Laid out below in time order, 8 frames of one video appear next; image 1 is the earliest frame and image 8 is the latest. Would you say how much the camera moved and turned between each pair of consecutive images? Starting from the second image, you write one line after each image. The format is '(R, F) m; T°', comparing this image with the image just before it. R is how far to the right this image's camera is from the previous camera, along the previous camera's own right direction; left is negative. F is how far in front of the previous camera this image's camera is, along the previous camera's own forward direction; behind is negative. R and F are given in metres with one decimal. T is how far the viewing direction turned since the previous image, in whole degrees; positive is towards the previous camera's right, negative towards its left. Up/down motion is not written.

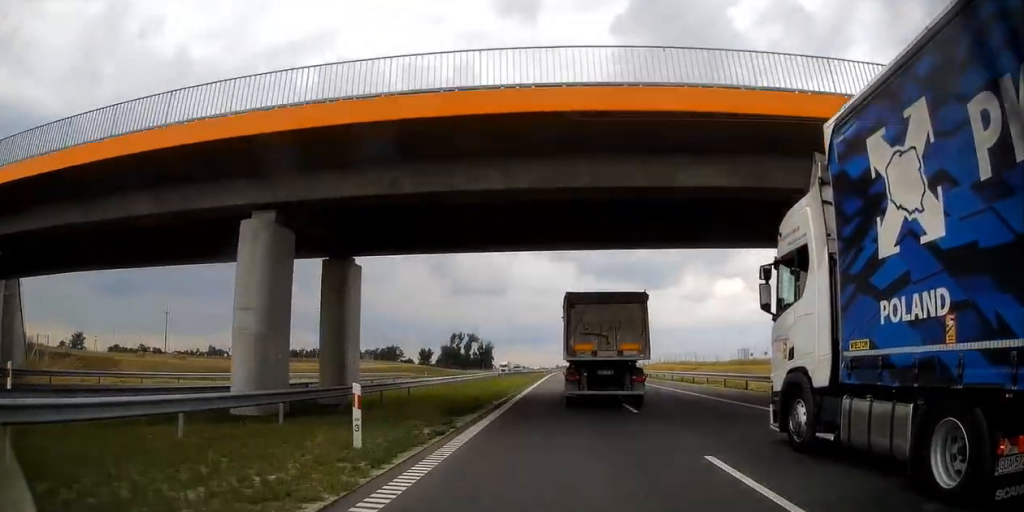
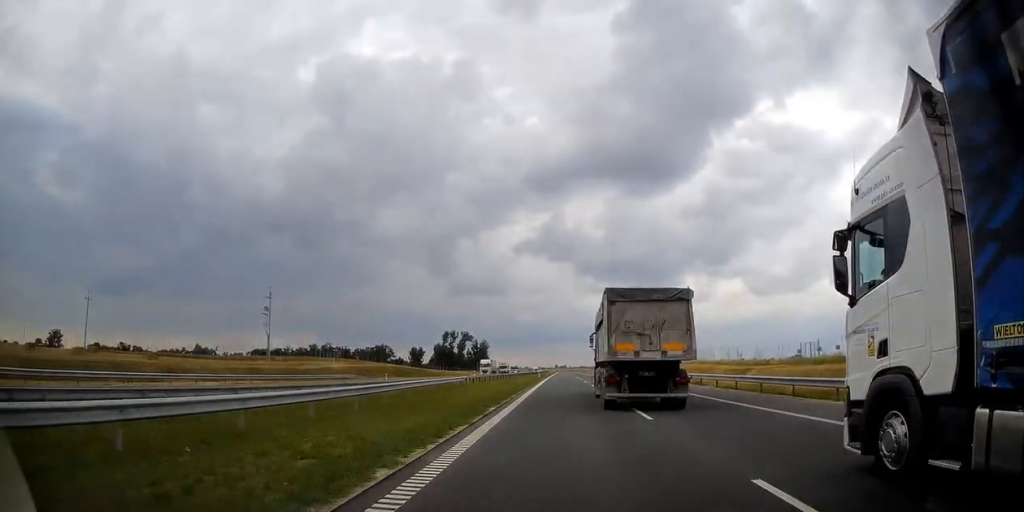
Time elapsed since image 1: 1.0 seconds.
(+0.1, +25.6) m; 0°
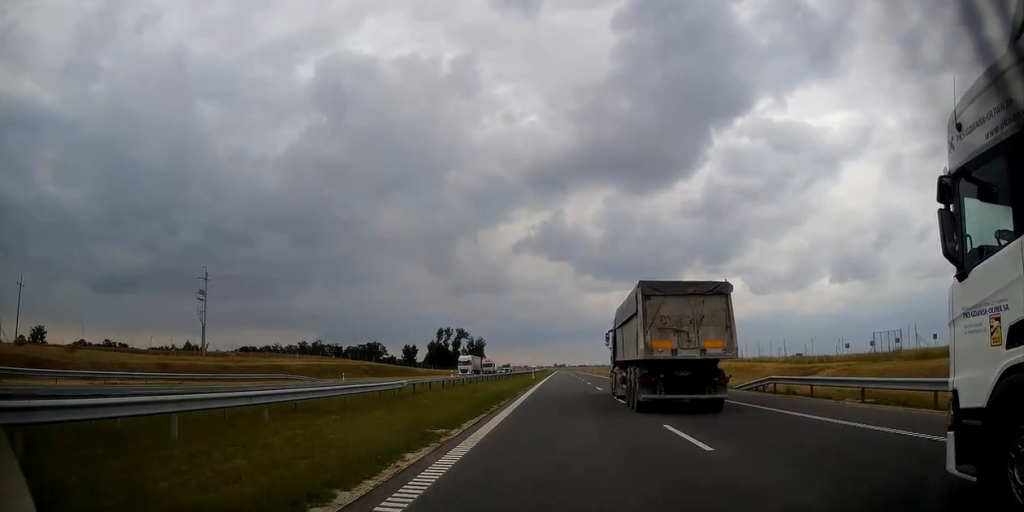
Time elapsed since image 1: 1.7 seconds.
(-0.2, +17.6) m; 0°
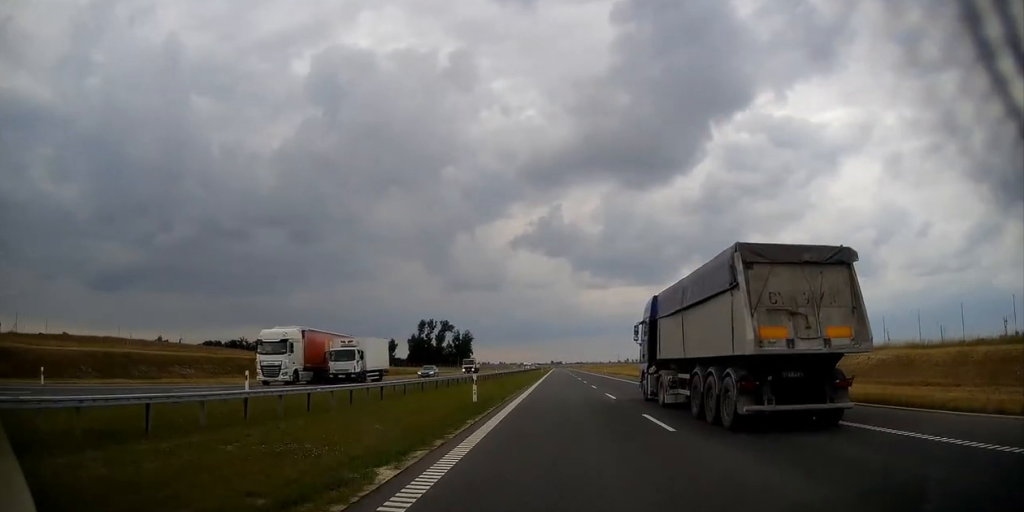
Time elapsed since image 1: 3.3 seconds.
(+0.3, +43.9) m; +1°
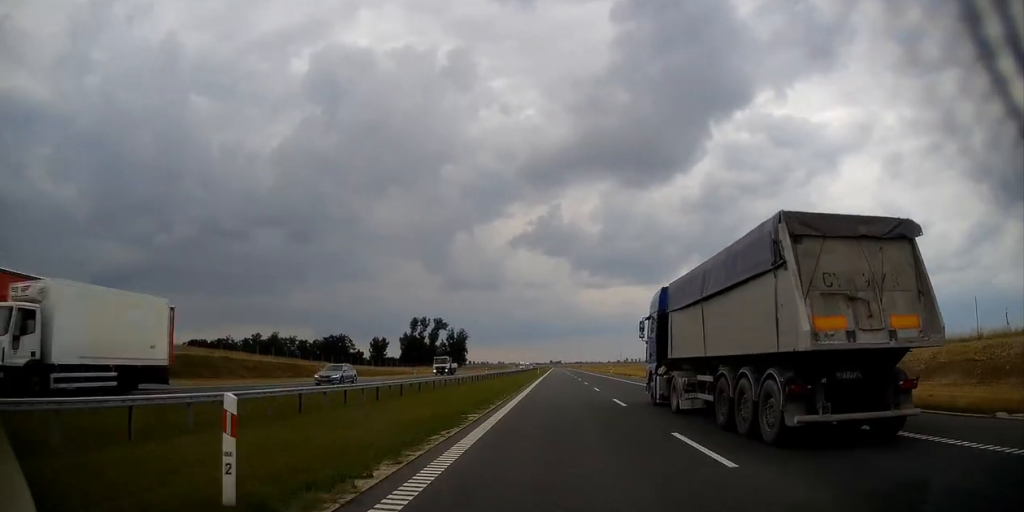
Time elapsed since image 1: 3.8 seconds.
(0.0, +16.2) m; 0°
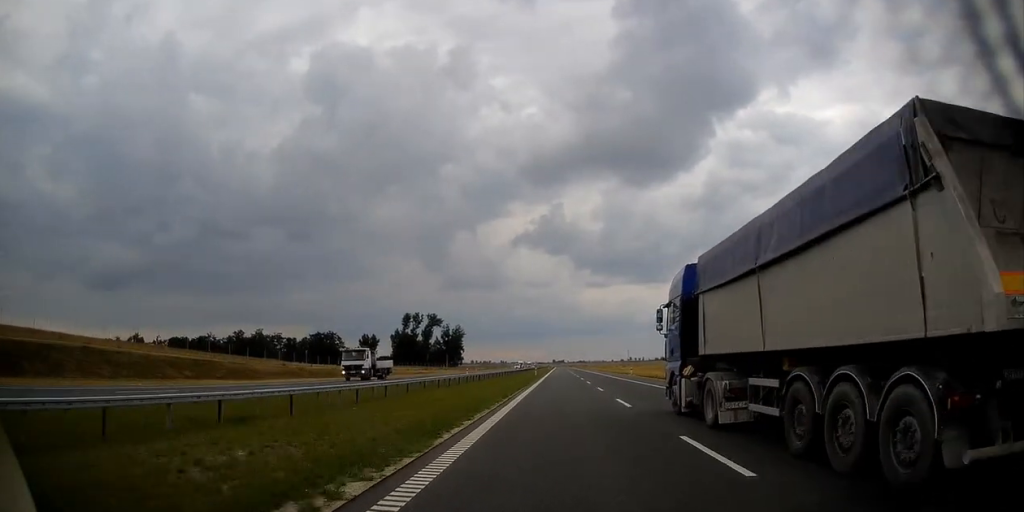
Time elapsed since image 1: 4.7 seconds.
(0.0, +24.6) m; 0°
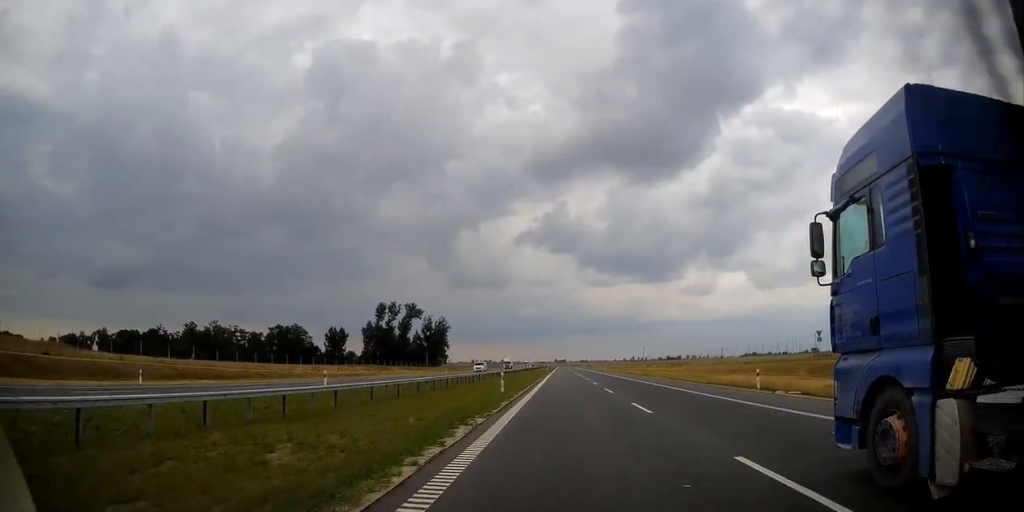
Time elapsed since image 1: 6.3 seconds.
(-0.2, +50.4) m; 0°
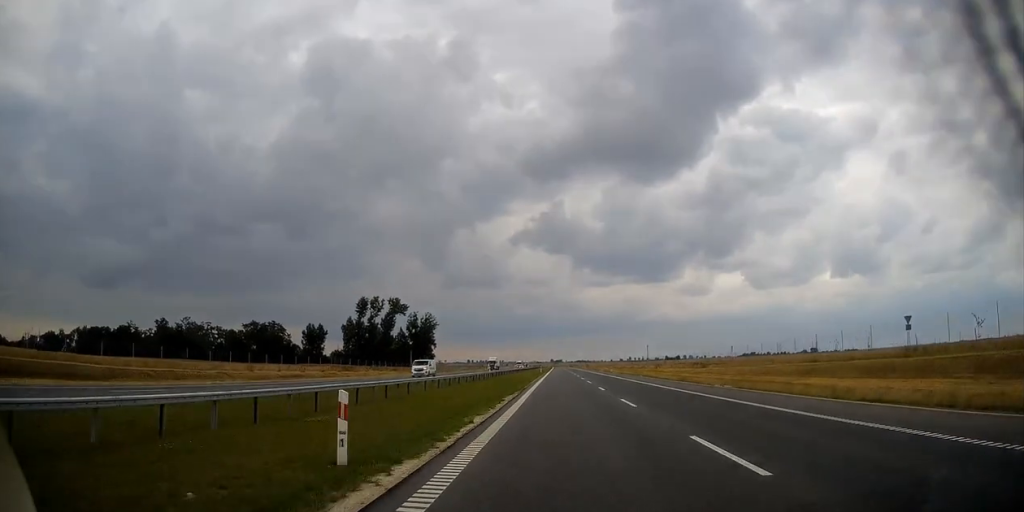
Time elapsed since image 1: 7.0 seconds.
(+0.1, +21.3) m; 0°
